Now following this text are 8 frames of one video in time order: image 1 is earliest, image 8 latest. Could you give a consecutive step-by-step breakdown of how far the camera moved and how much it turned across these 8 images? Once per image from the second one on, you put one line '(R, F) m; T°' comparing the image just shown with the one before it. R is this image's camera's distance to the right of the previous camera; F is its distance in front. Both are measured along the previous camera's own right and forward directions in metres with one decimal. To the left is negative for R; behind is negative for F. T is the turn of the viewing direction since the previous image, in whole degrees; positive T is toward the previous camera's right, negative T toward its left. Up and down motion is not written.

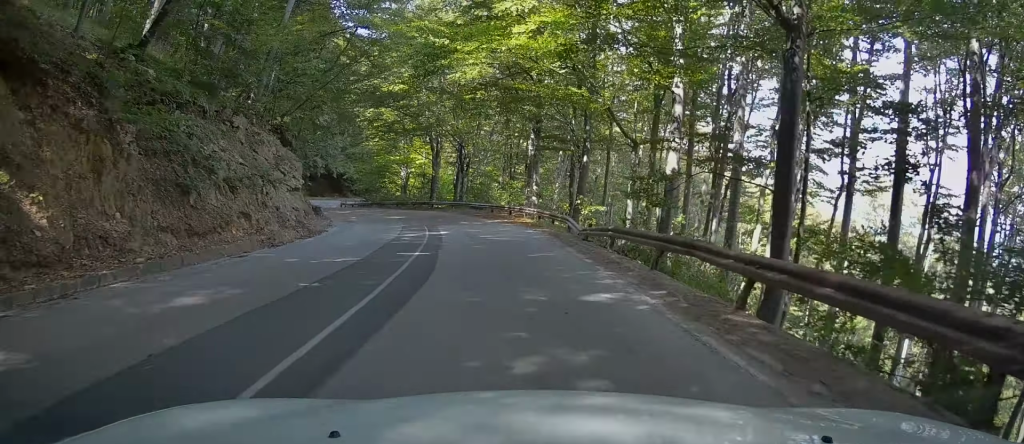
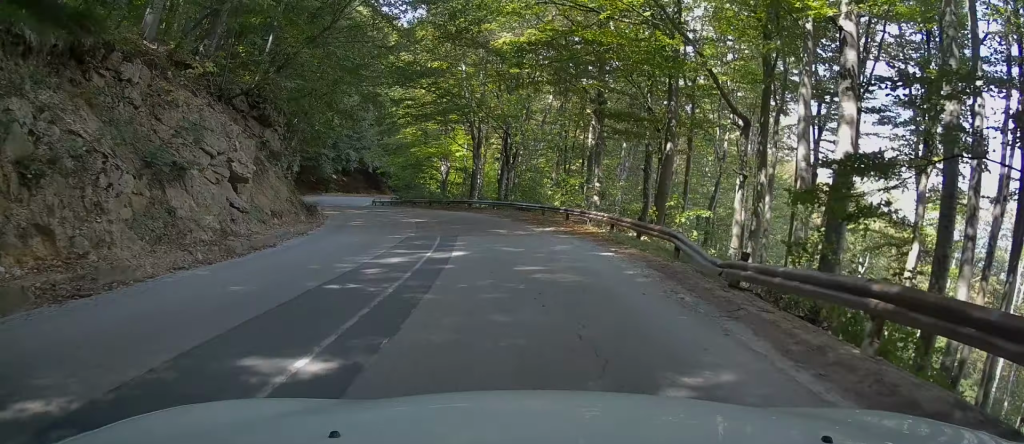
(-0.5, +9.0) m; -6°
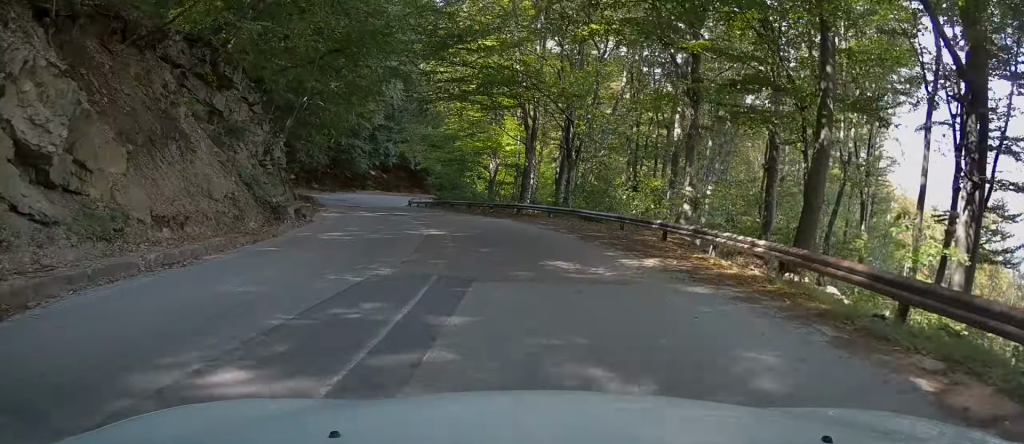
(-0.5, +9.2) m; -7°
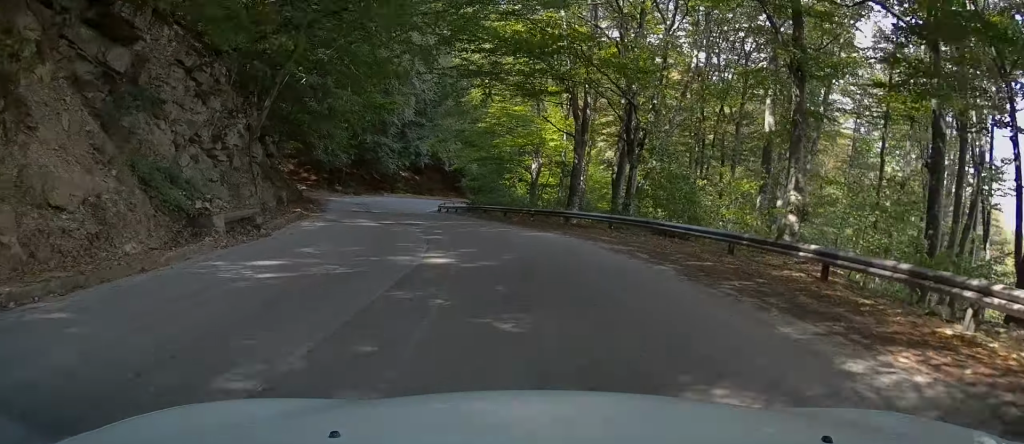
(-0.4, +7.0) m; -5°
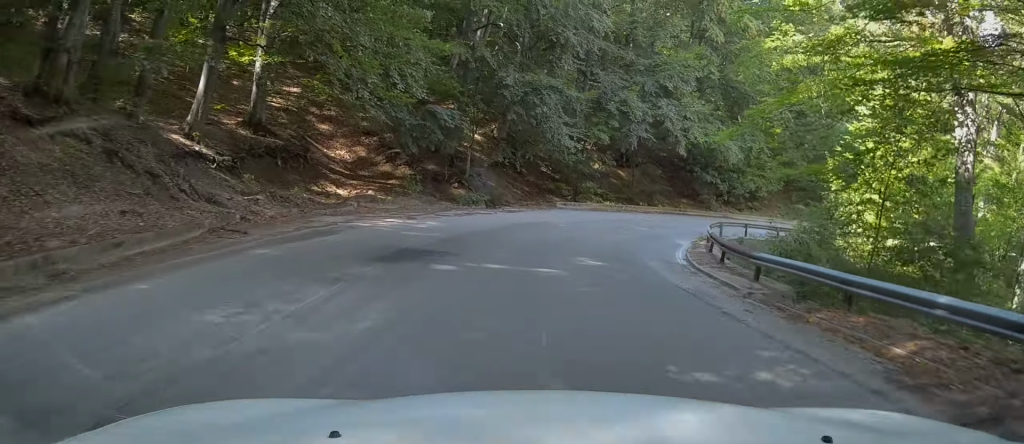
(-5.1, +36.2) m; -10°
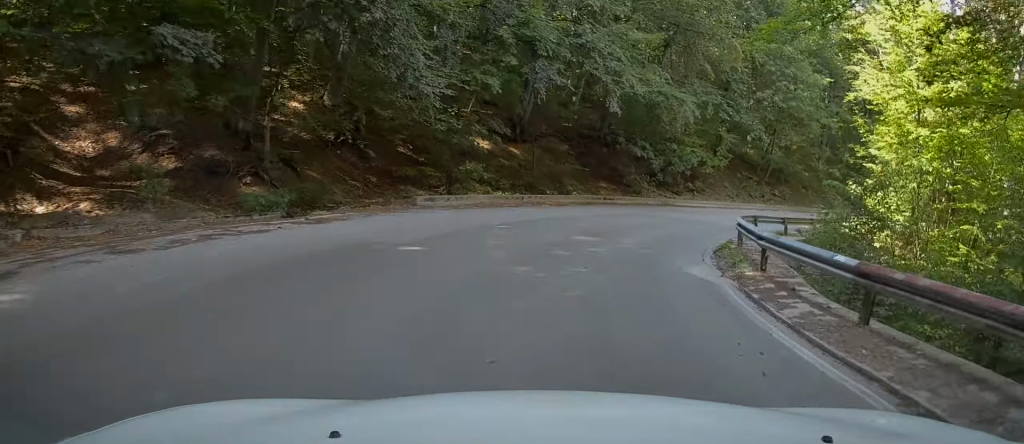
(+0.4, +14.3) m; +6°
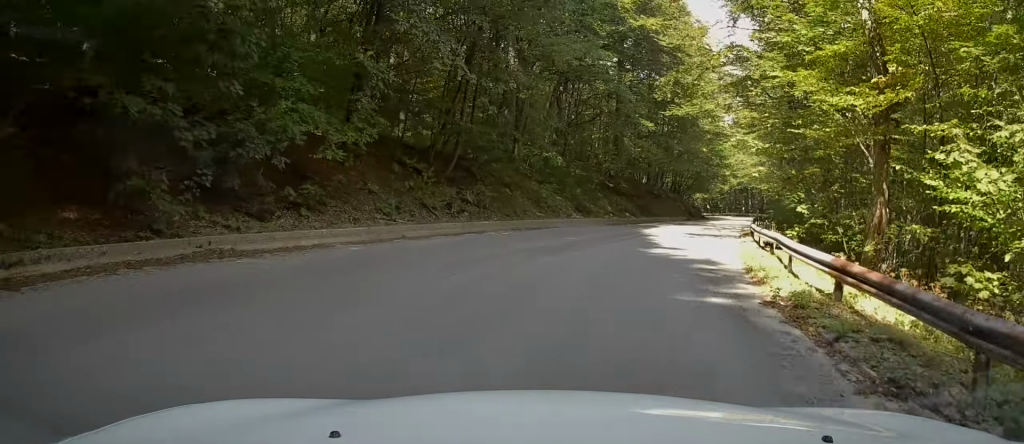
(+2.5, +21.1) m; +18°
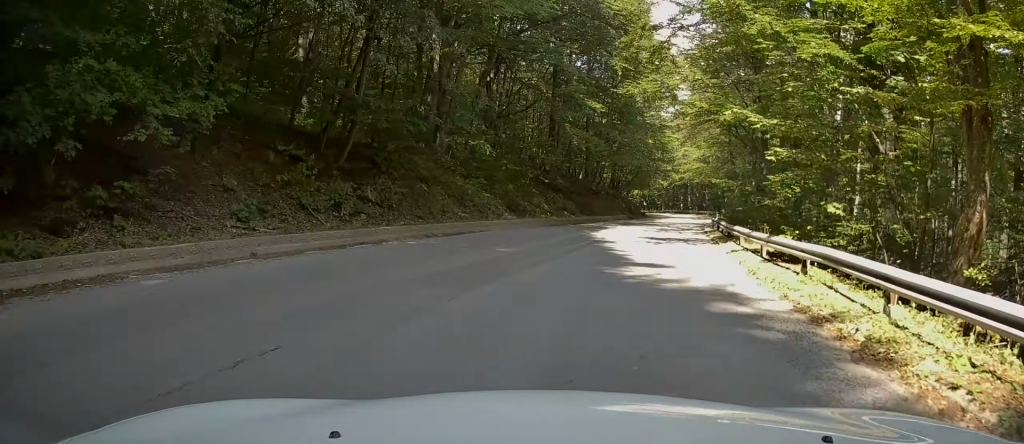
(+0.1, +4.5) m; +9°
